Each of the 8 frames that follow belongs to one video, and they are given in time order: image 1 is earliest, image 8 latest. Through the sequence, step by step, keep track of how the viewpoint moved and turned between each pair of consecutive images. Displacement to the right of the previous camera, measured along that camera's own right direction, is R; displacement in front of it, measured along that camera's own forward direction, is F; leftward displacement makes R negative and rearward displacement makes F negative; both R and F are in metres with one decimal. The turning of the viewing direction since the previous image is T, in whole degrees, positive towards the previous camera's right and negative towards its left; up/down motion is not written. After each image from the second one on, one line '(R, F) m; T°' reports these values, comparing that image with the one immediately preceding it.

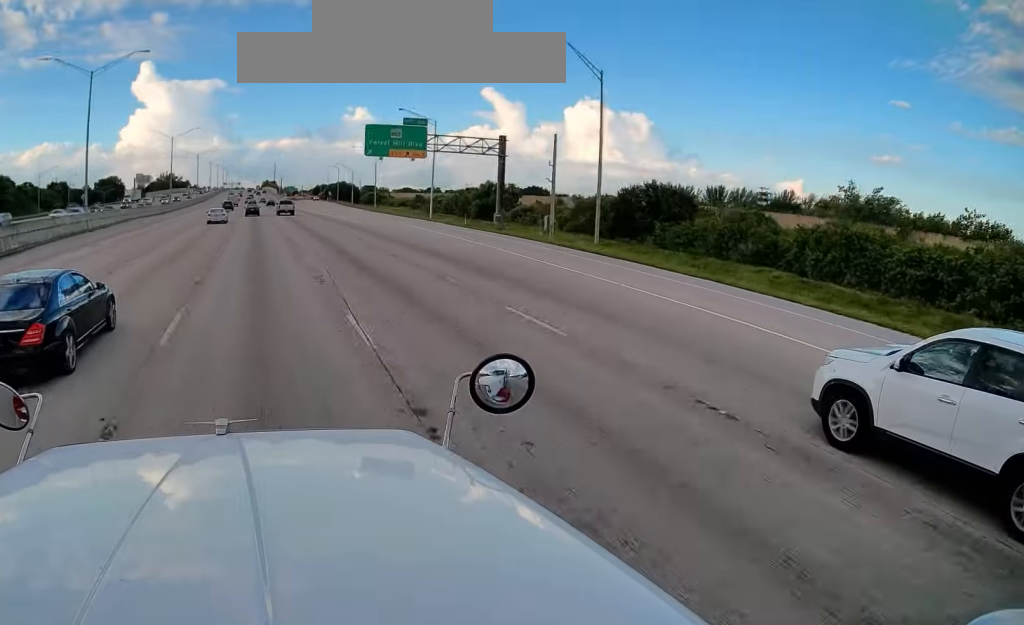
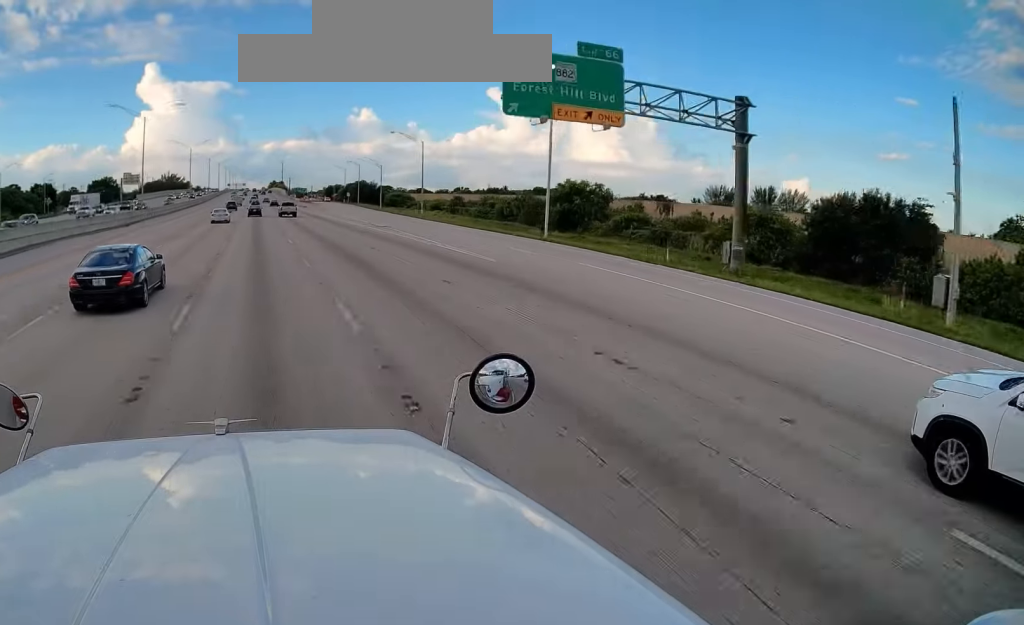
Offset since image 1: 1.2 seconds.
(-0.4, +36.6) m; -1°
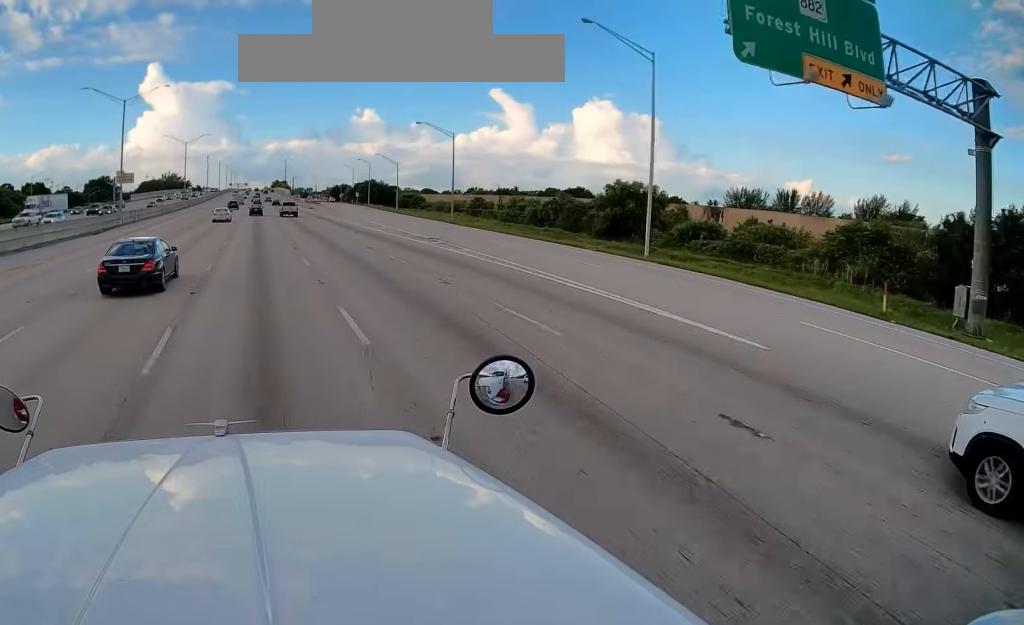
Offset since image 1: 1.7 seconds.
(+0.1, +15.3) m; -1°
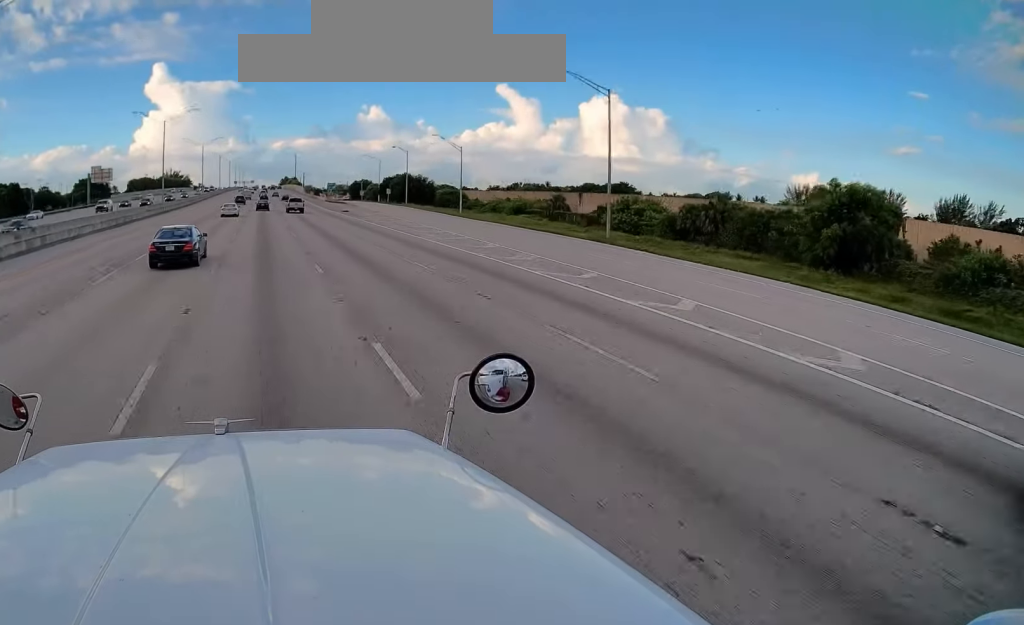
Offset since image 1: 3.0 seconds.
(-0.6, +39.9) m; 0°
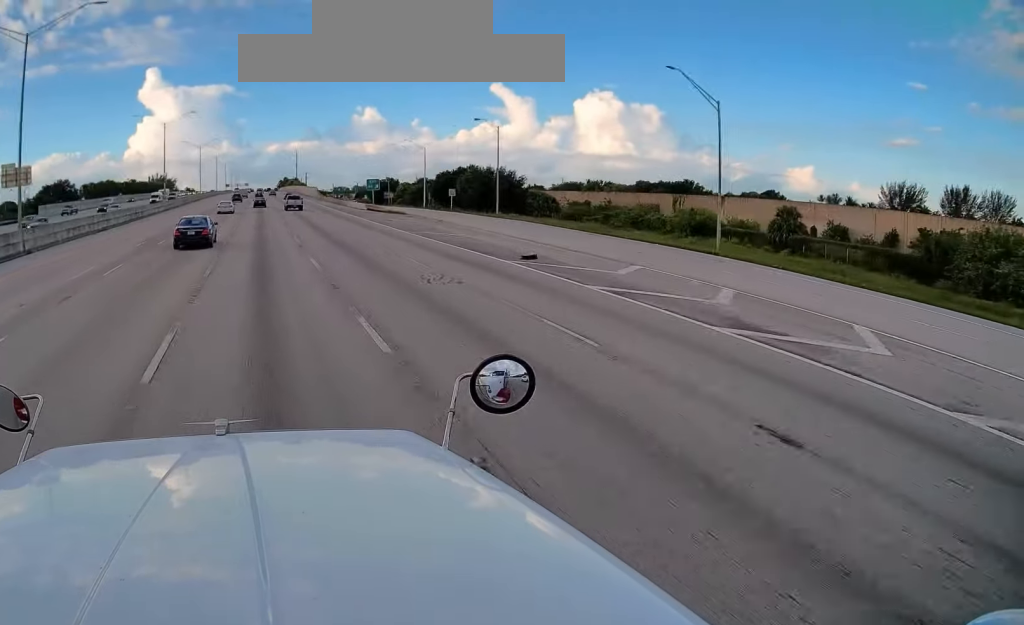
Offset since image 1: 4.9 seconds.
(+1.9, +58.4) m; +1°
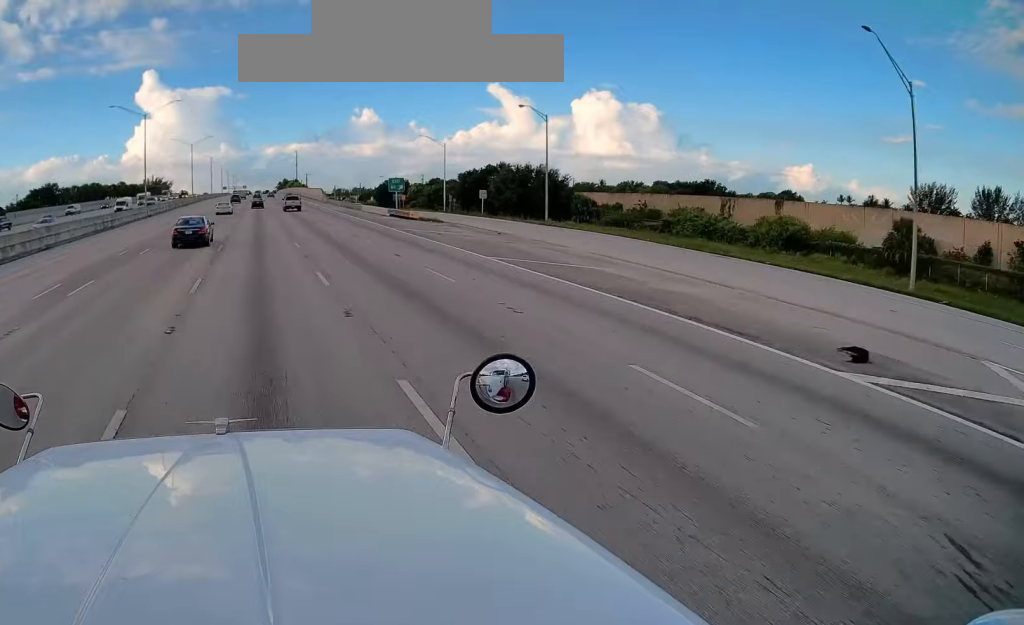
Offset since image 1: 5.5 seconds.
(-0.4, +17.4) m; 0°
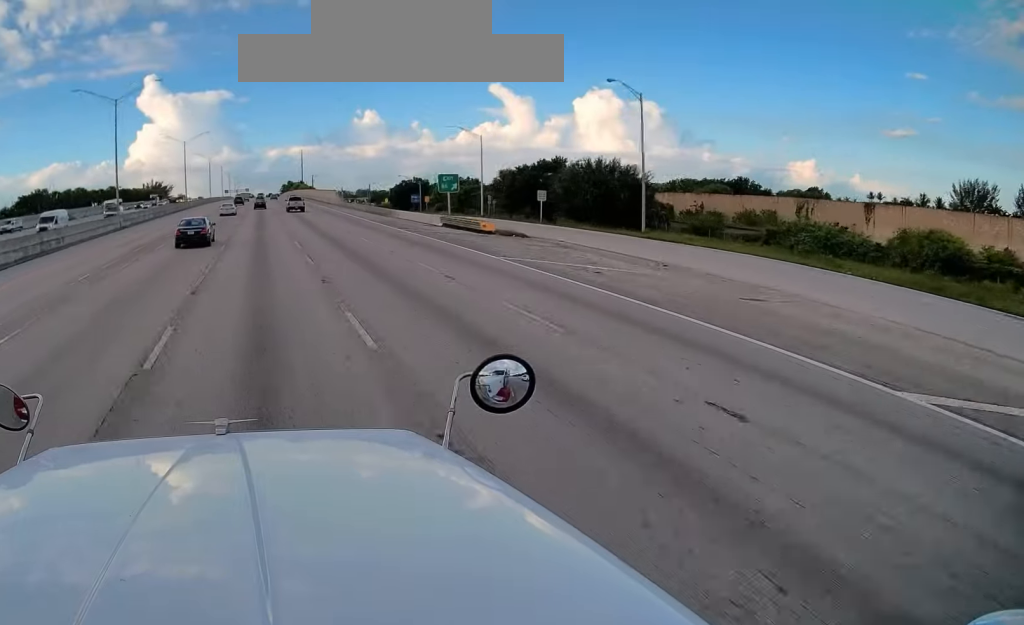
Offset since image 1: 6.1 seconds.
(-0.2, +18.4) m; 0°
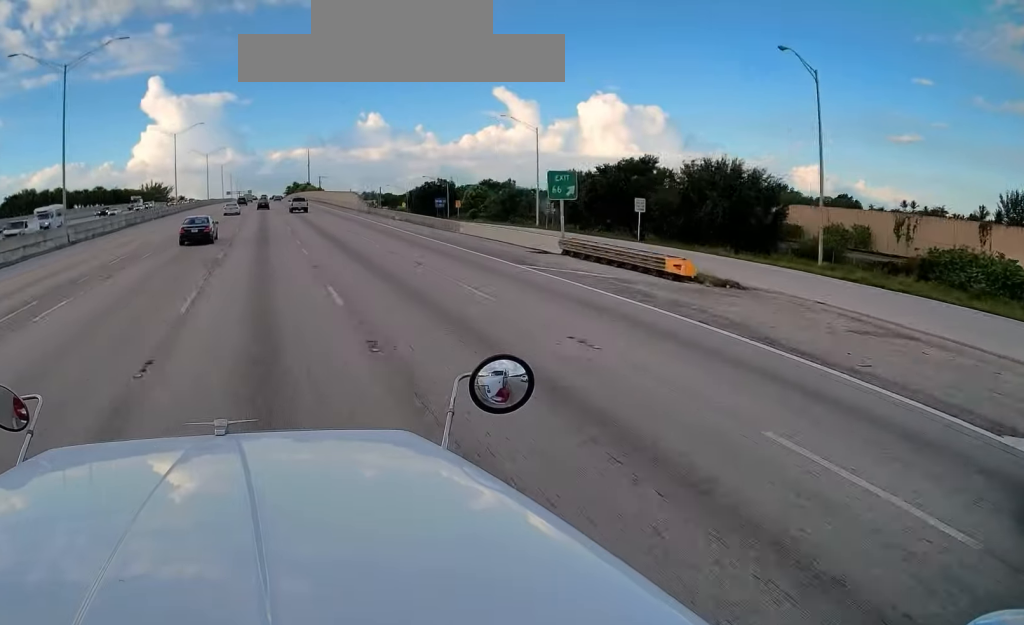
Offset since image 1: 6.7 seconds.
(+0.3, +20.5) m; 0°
